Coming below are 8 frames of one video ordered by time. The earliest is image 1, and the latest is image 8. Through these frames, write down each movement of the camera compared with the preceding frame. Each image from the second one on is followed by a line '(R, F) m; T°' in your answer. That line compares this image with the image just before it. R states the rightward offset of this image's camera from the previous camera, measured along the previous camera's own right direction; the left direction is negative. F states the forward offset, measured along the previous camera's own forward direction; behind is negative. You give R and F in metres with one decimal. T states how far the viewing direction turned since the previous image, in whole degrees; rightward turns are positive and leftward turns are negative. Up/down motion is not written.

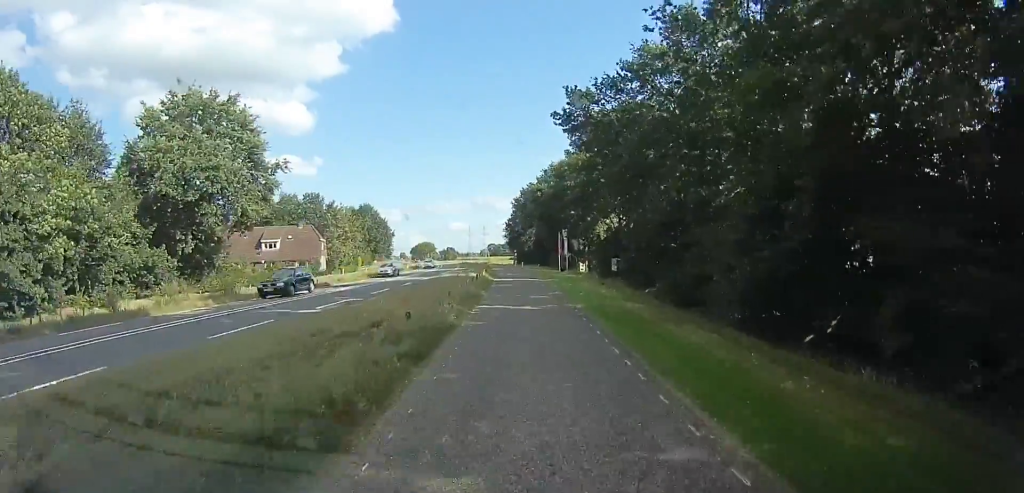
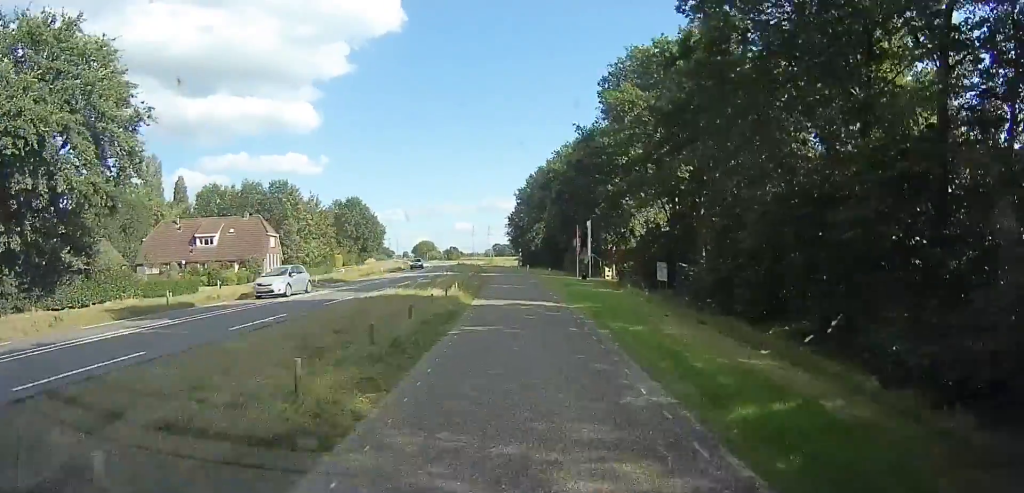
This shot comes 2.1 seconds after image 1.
(0.0, +17.2) m; -1°
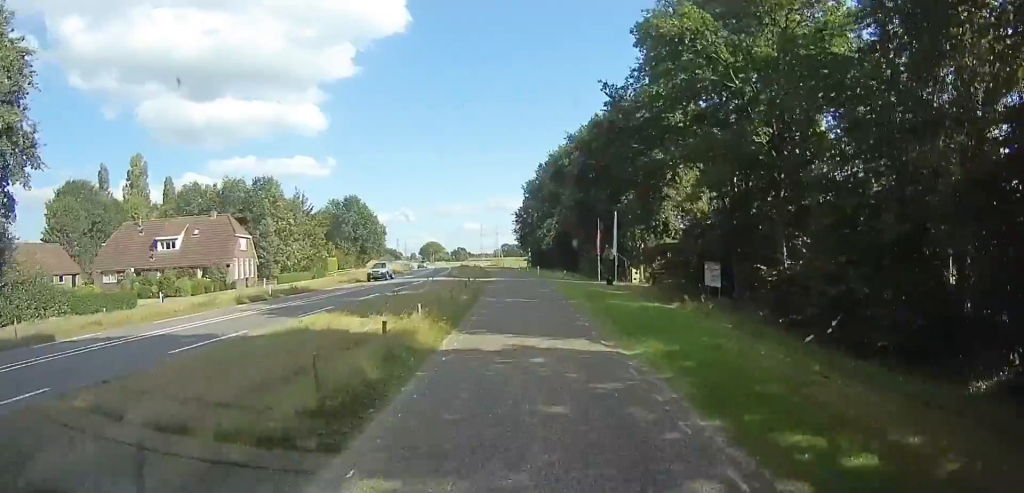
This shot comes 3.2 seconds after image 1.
(-0.2, +8.9) m; -2°
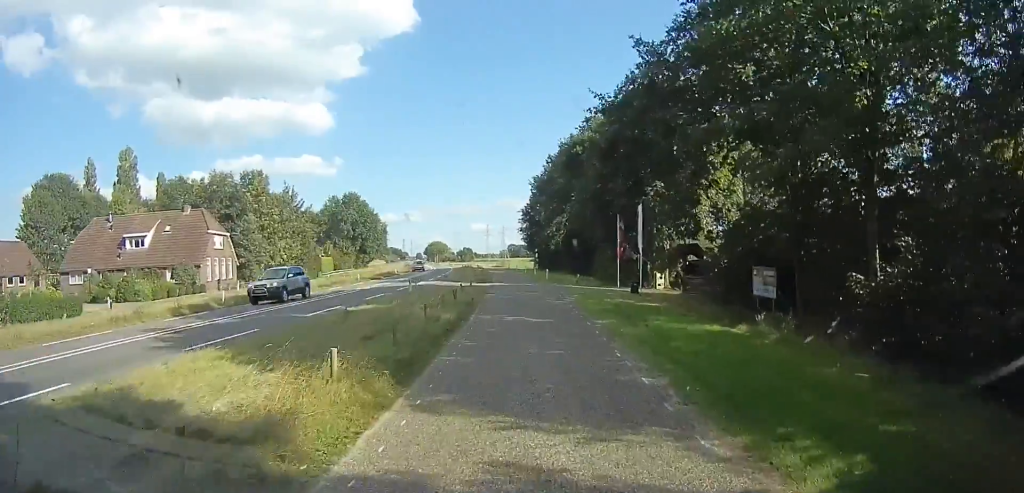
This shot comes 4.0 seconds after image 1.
(-0.1, +6.0) m; -1°
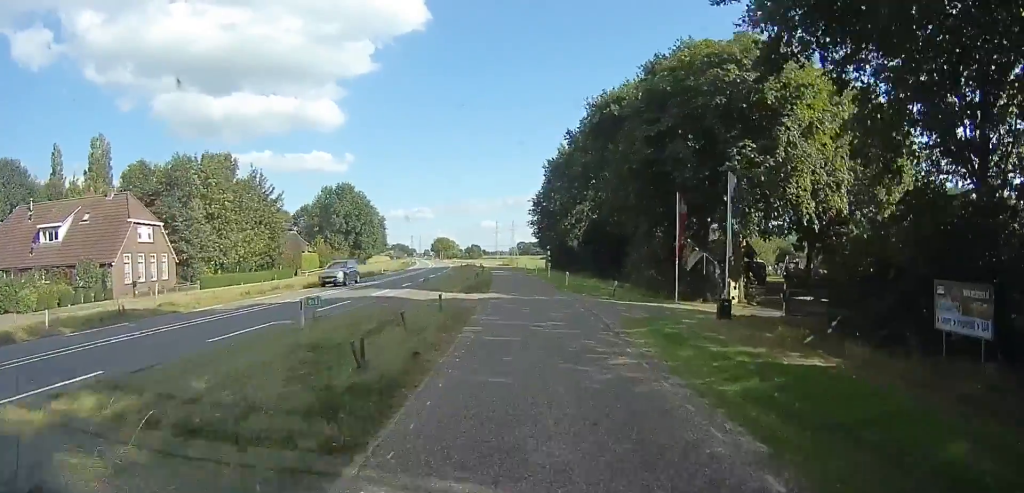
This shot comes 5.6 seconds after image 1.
(0.0, +12.2) m; 0°
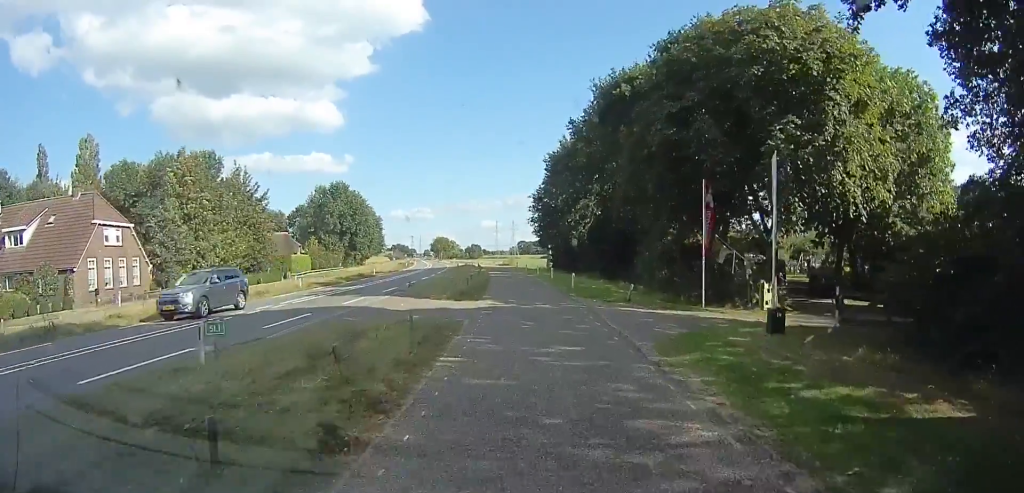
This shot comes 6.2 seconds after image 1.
(0.0, +4.1) m; +4°
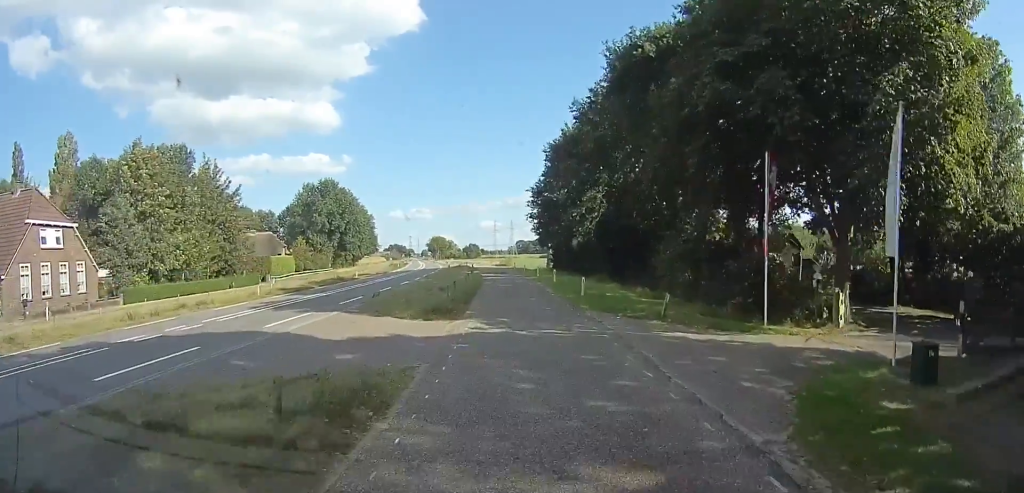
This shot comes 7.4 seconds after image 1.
(+0.6, +7.0) m; +9°
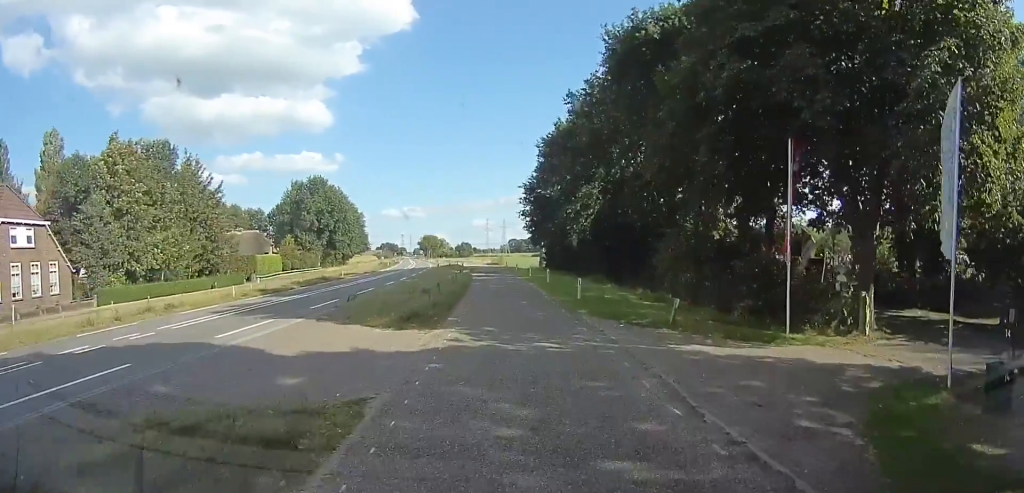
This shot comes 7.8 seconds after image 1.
(+0.1, +2.5) m; +2°
